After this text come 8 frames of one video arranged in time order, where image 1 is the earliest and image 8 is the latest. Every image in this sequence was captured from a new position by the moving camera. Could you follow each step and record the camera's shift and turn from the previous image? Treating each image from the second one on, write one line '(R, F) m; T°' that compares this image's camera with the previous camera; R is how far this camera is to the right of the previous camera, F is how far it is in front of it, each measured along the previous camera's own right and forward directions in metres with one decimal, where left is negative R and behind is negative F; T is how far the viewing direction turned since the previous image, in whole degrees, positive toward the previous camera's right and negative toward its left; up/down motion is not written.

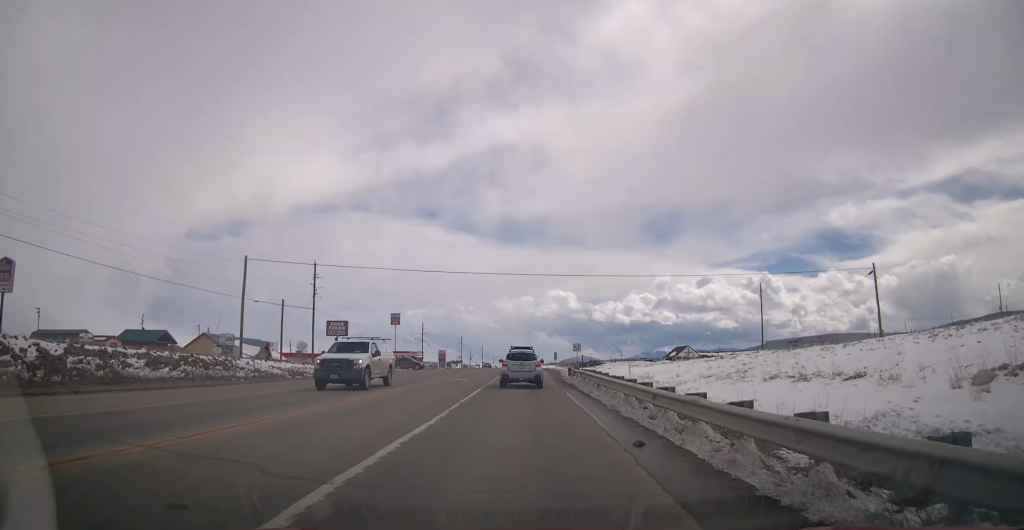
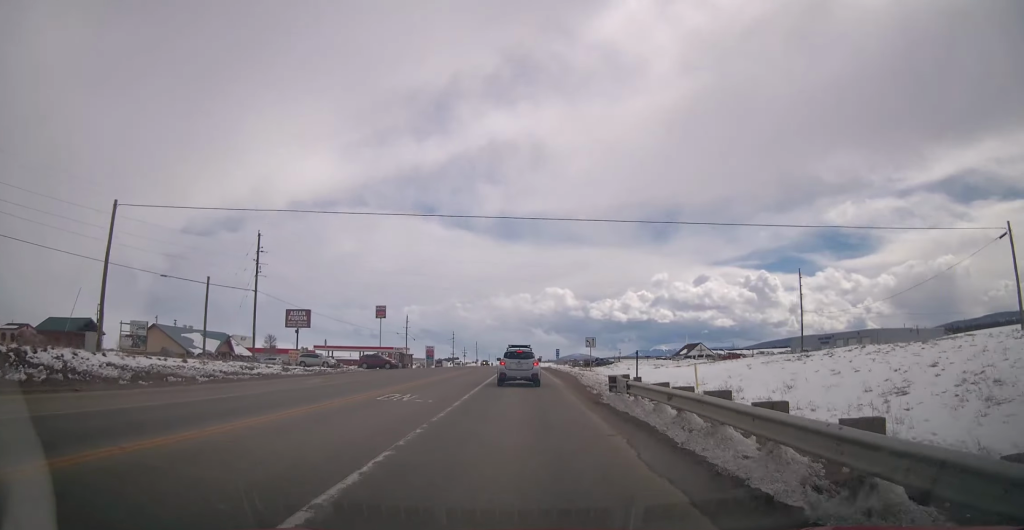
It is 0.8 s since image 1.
(0.0, +15.8) m; 0°
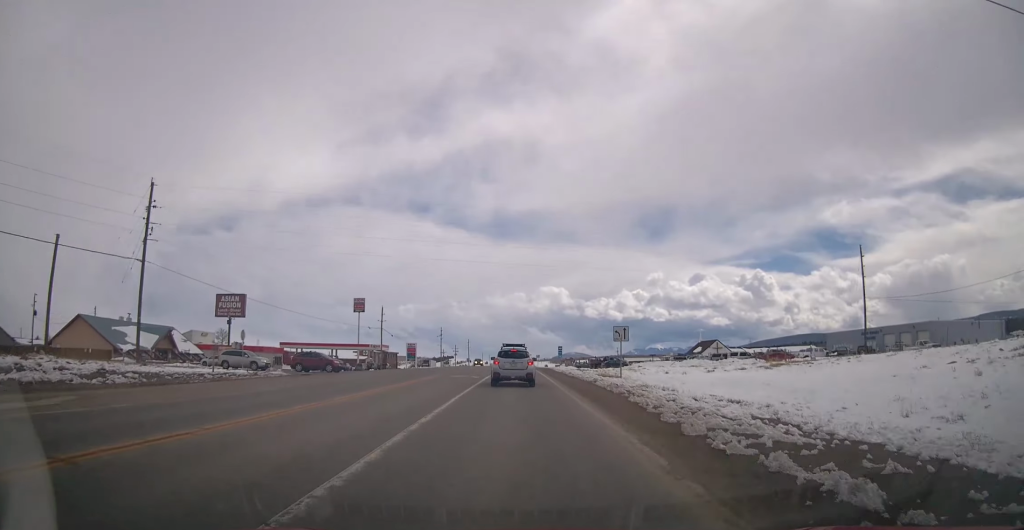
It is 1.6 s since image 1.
(0.0, +18.4) m; 0°
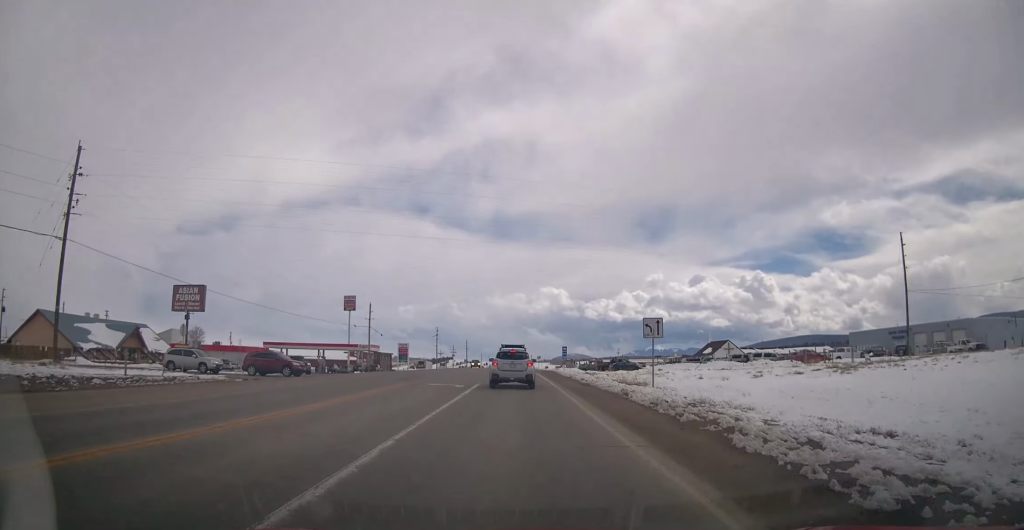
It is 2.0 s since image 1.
(0.0, +8.9) m; 0°
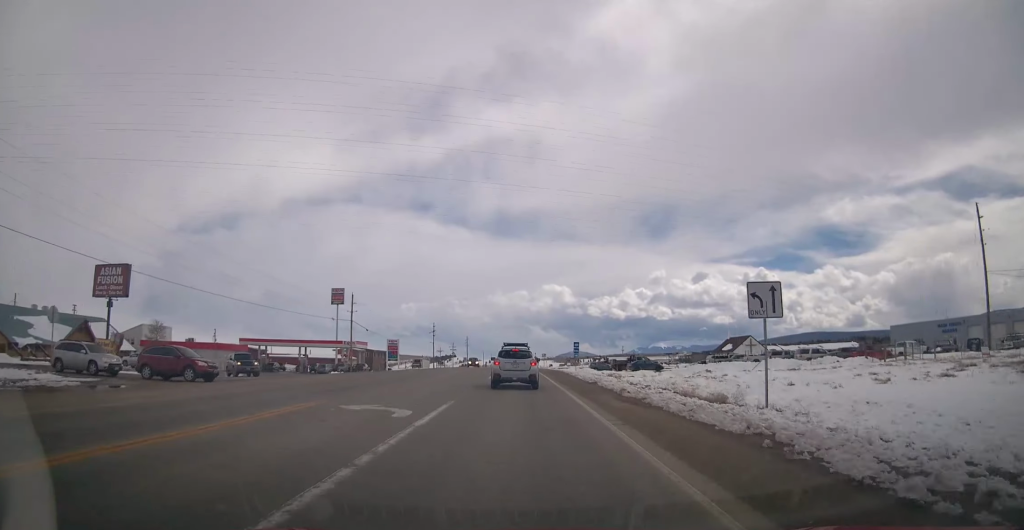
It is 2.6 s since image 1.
(0.0, +11.9) m; 0°
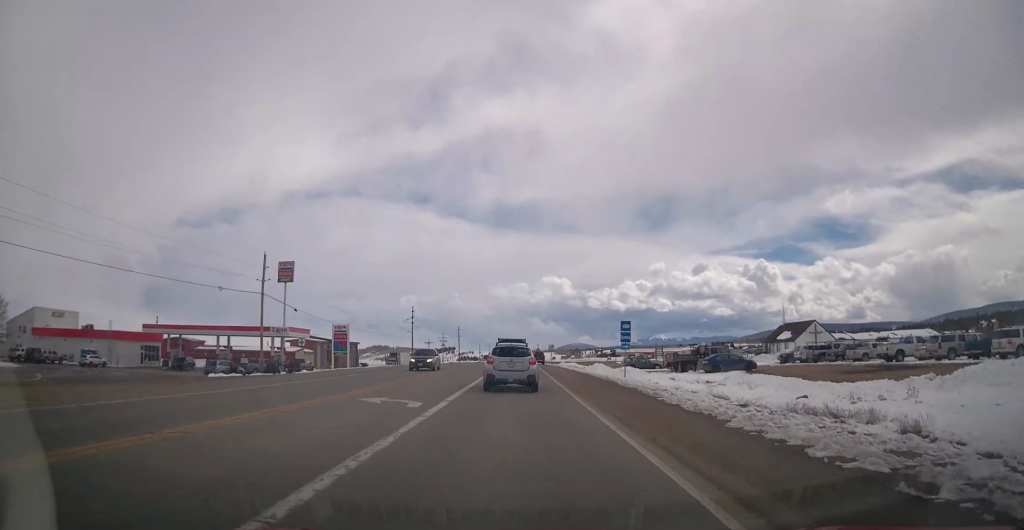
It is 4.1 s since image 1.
(0.0, +30.6) m; 0°
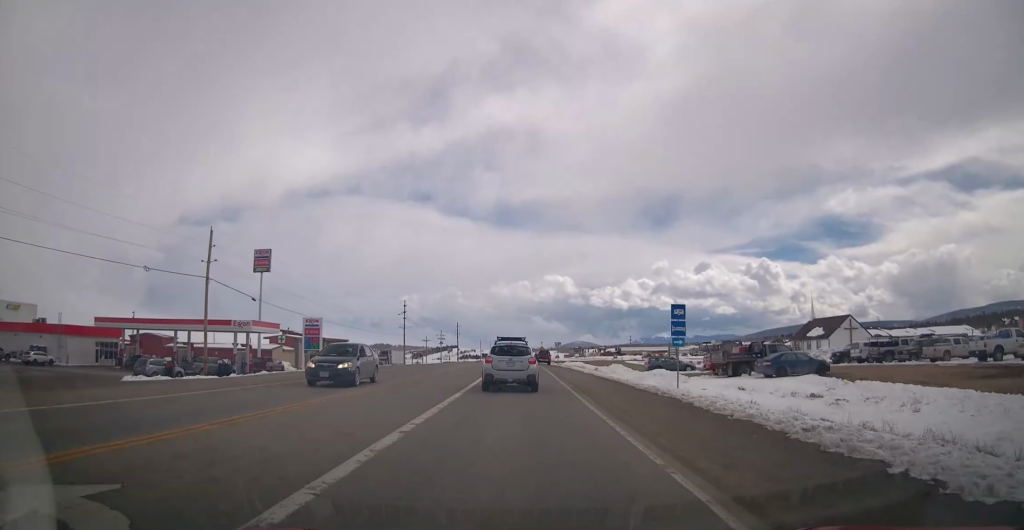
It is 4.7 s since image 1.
(0.0, +11.4) m; 0°
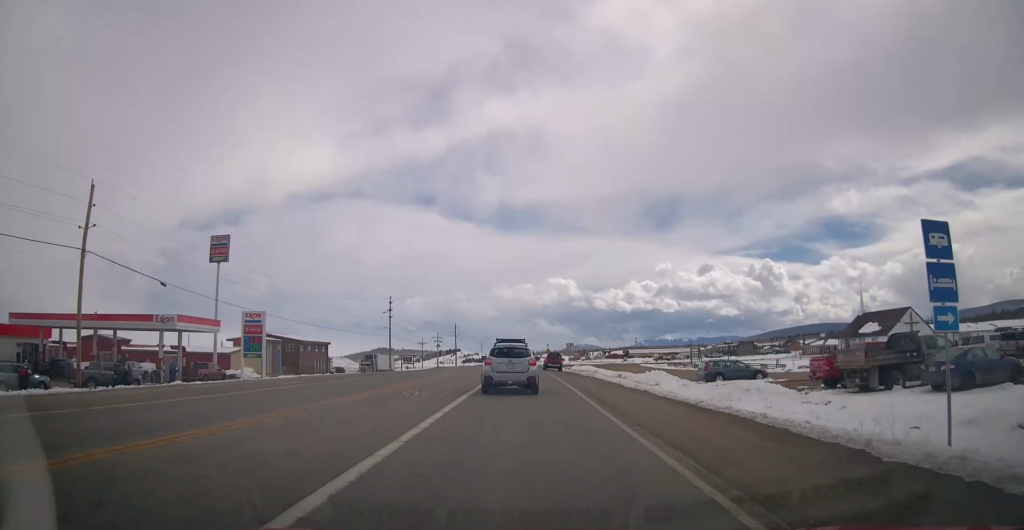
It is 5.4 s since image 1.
(+0.1, +15.5) m; -1°
